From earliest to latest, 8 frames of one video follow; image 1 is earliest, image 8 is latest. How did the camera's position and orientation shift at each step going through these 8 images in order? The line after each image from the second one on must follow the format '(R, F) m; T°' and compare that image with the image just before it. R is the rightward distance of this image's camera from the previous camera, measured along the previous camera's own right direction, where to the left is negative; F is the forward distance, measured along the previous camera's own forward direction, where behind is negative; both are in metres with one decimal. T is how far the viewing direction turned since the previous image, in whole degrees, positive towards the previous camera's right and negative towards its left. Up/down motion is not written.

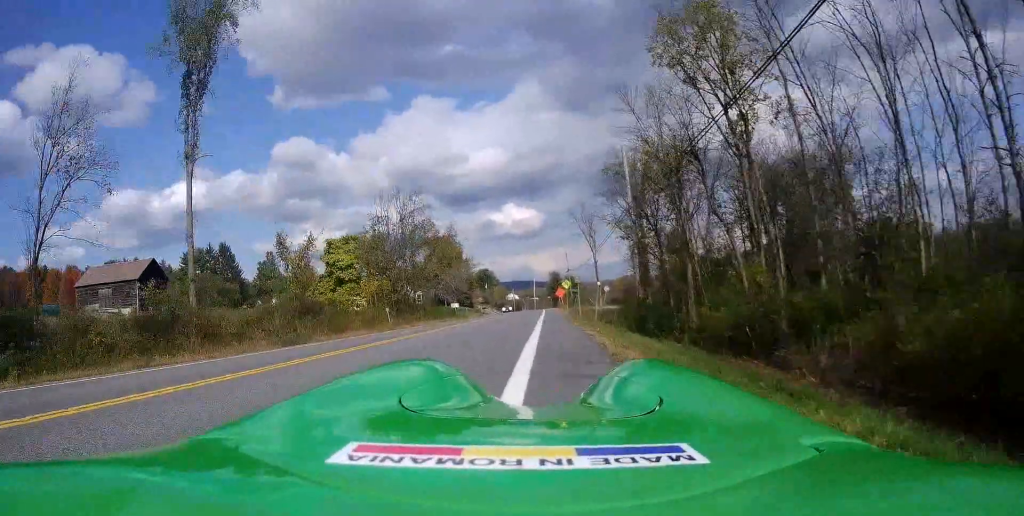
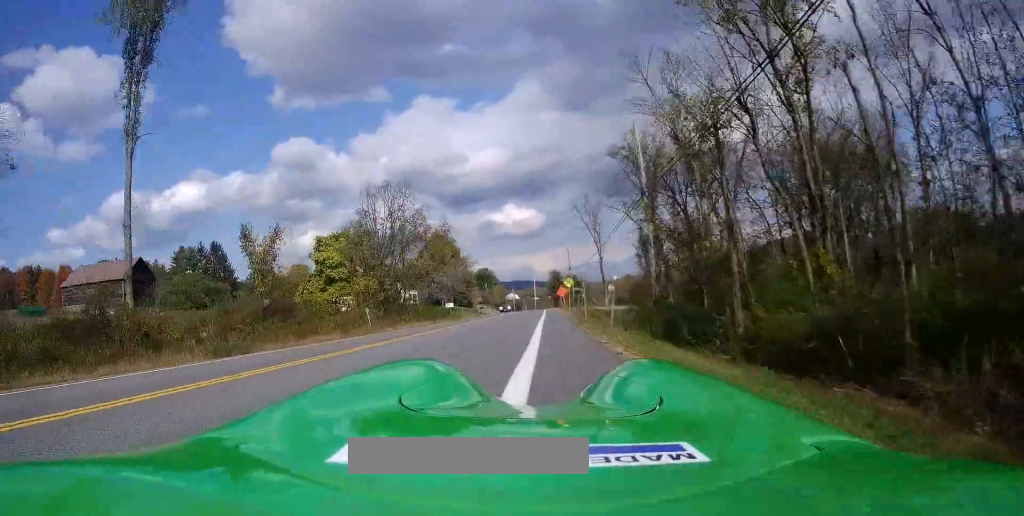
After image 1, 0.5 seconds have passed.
(+0.3, +4.5) m; -1°
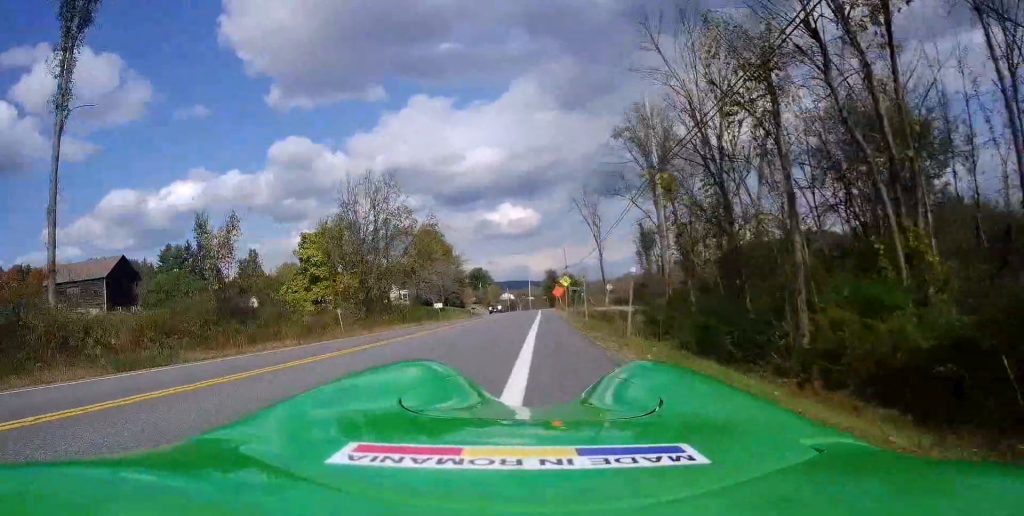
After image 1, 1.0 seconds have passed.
(+0.1, +4.2) m; -1°
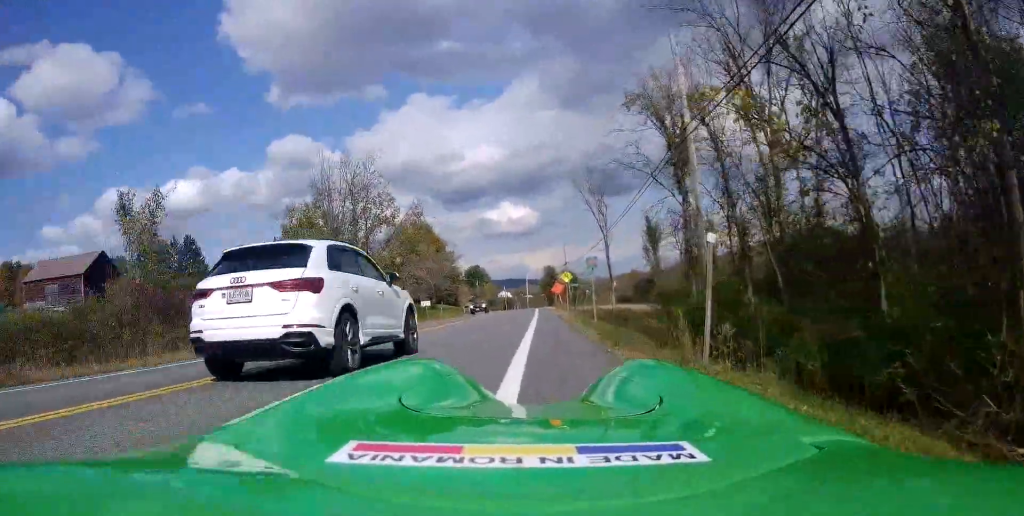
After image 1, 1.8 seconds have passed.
(-0.5, +6.0) m; -2°
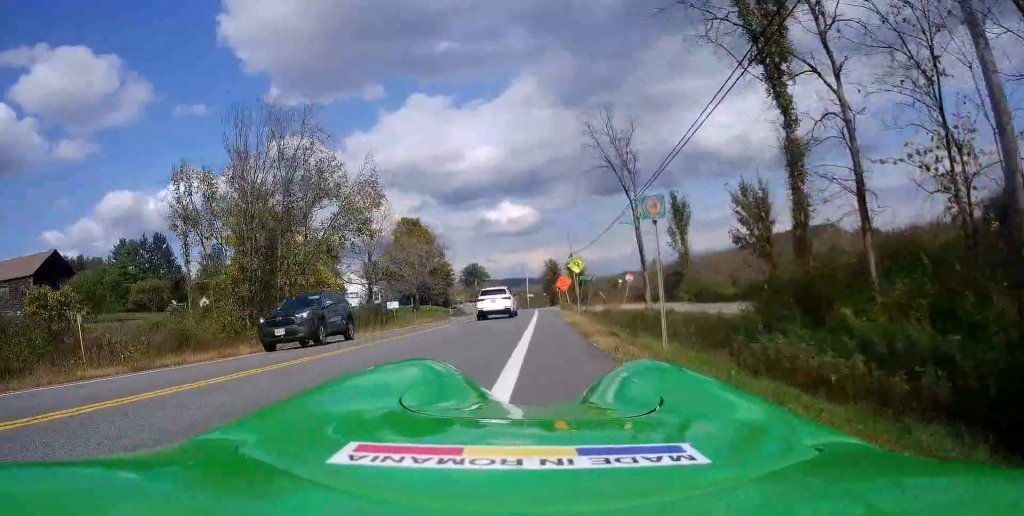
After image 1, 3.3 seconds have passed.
(+0.4, +13.2) m; +1°
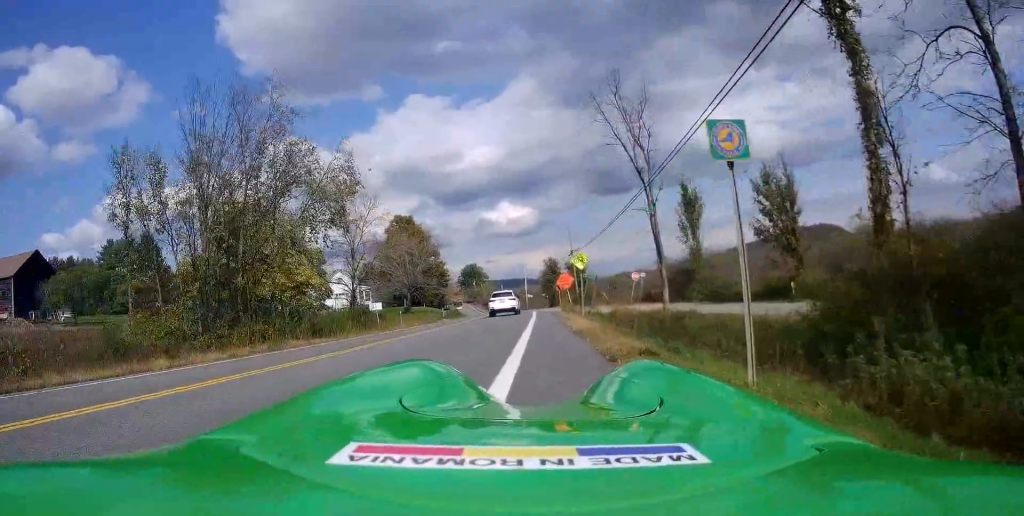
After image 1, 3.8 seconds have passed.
(0.0, +4.4) m; -1°
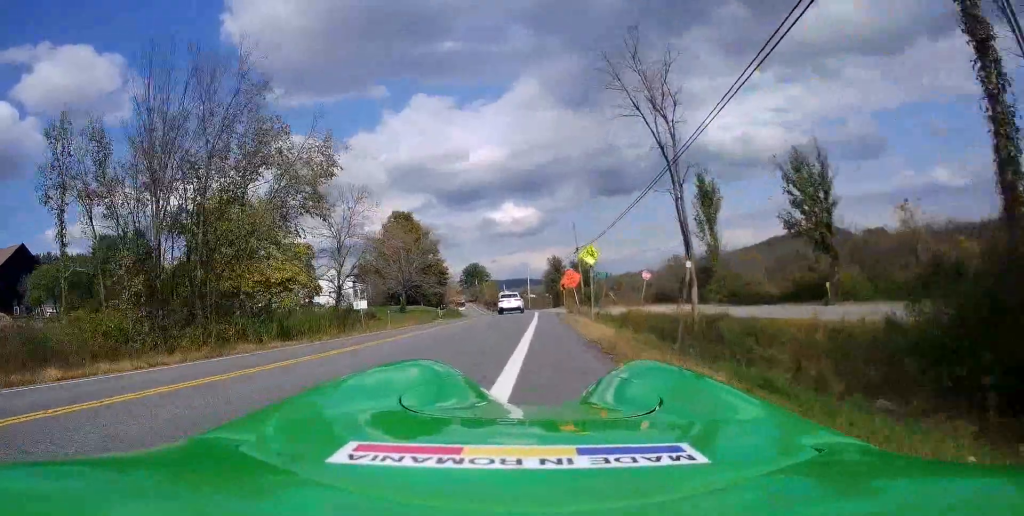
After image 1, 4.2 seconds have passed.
(0.0, +4.1) m; 0°
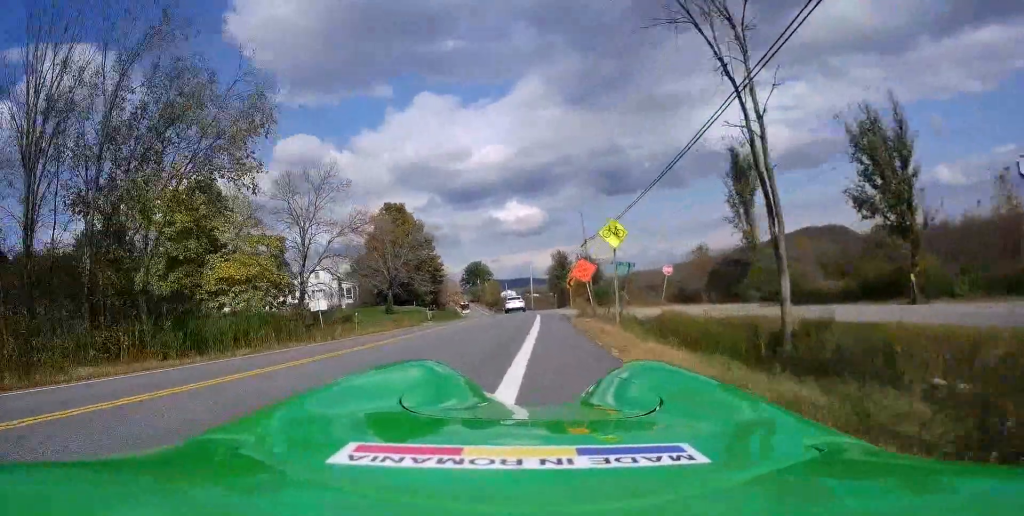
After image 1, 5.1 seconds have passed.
(-0.1, +7.5) m; 0°
